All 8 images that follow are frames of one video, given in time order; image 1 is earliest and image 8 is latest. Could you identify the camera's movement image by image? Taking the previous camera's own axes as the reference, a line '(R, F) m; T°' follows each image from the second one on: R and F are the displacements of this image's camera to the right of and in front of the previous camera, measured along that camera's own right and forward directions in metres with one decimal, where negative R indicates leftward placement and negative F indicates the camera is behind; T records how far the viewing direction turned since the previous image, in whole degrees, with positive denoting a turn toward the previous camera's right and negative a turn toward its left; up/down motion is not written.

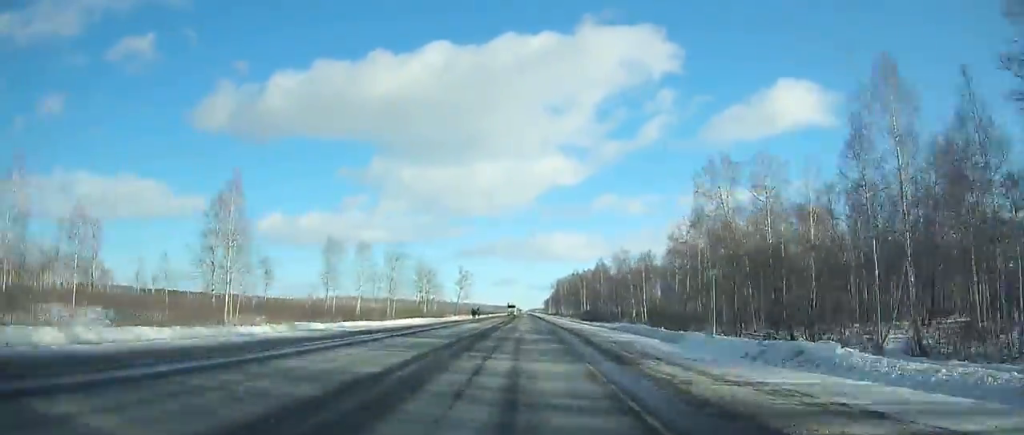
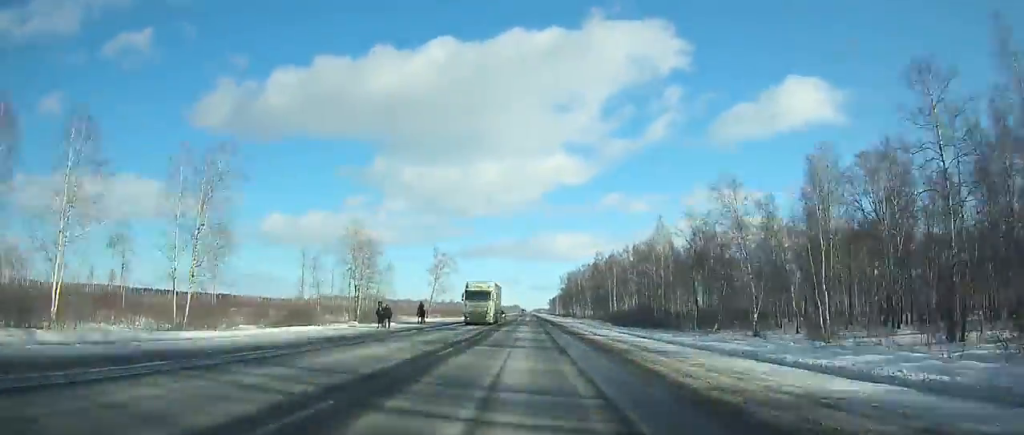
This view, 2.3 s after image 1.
(-0.1, +63.5) m; 0°
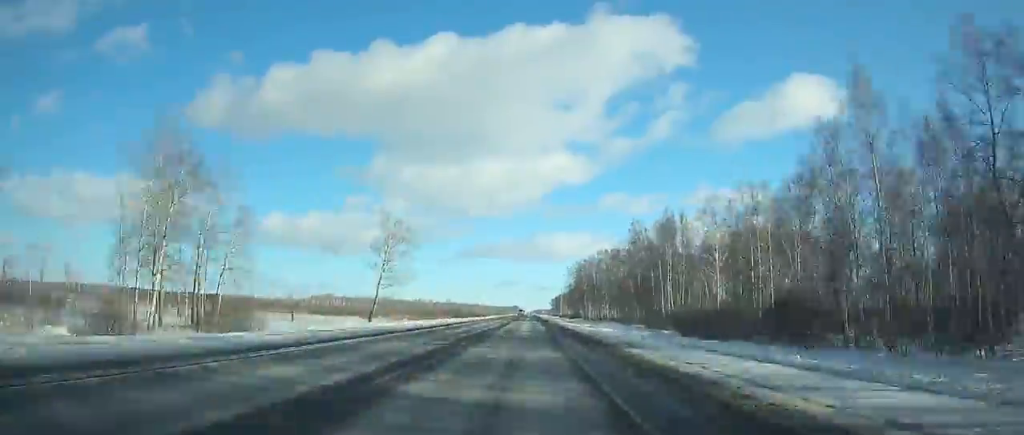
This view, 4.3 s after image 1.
(0.0, +57.8) m; 0°
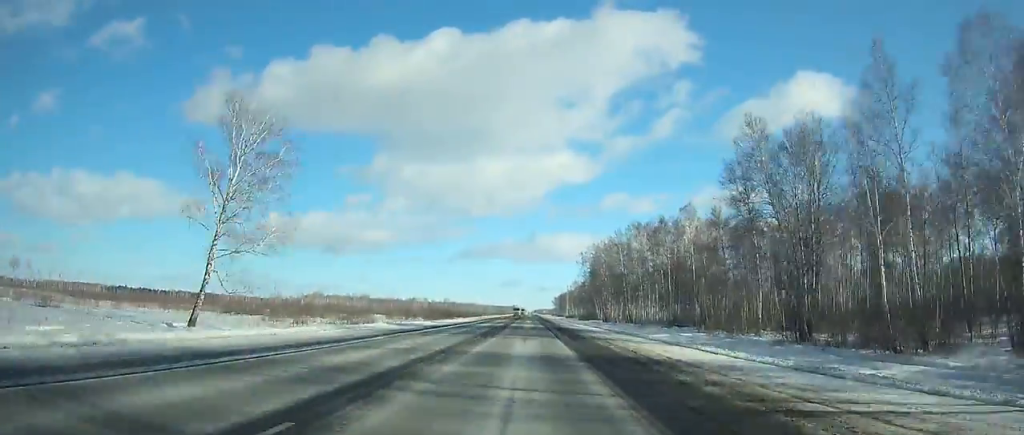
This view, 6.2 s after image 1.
(0.0, +55.6) m; 0°
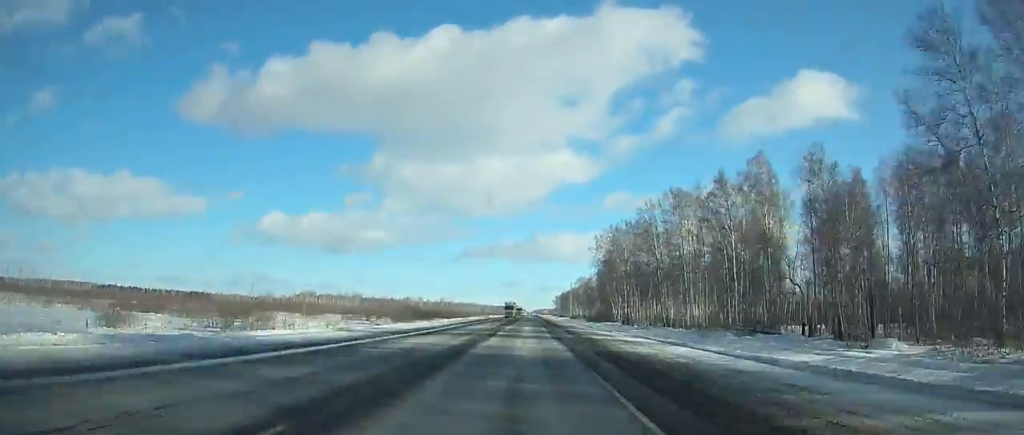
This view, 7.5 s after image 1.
(0.0, +38.4) m; 0°
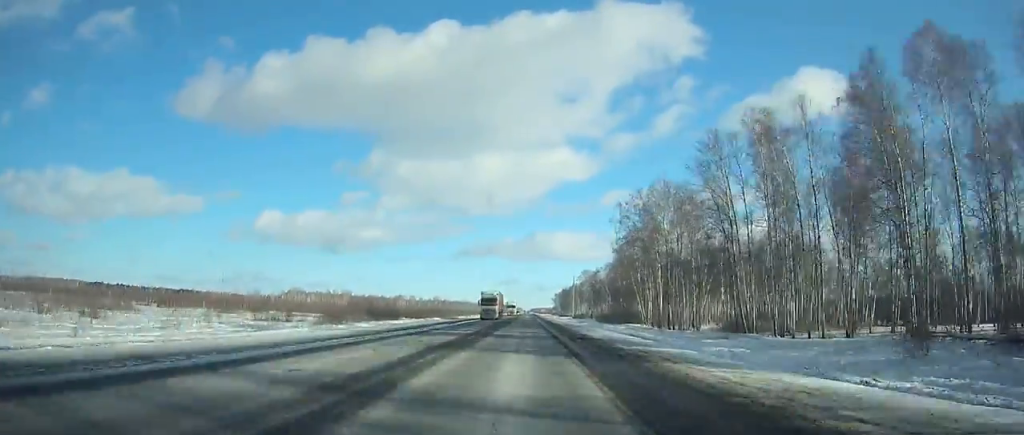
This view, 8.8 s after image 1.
(0.0, +38.5) m; 0°
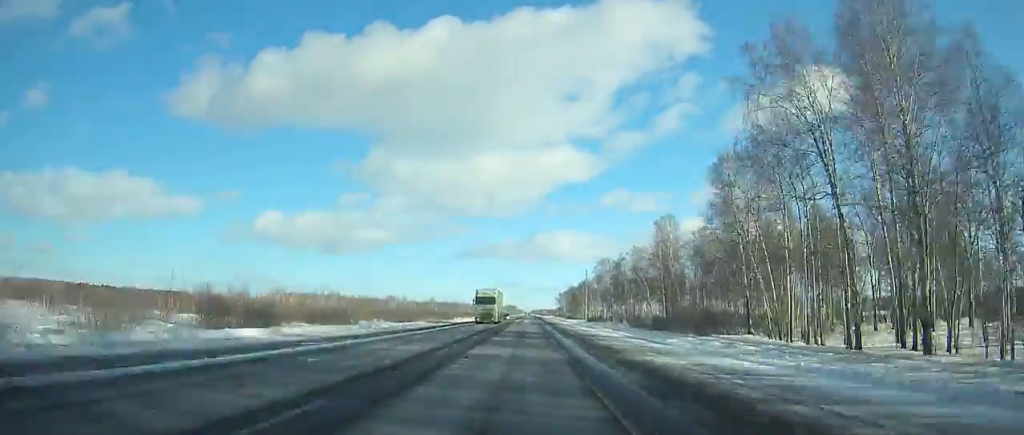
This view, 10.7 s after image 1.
(+0.1, +56.5) m; 0°
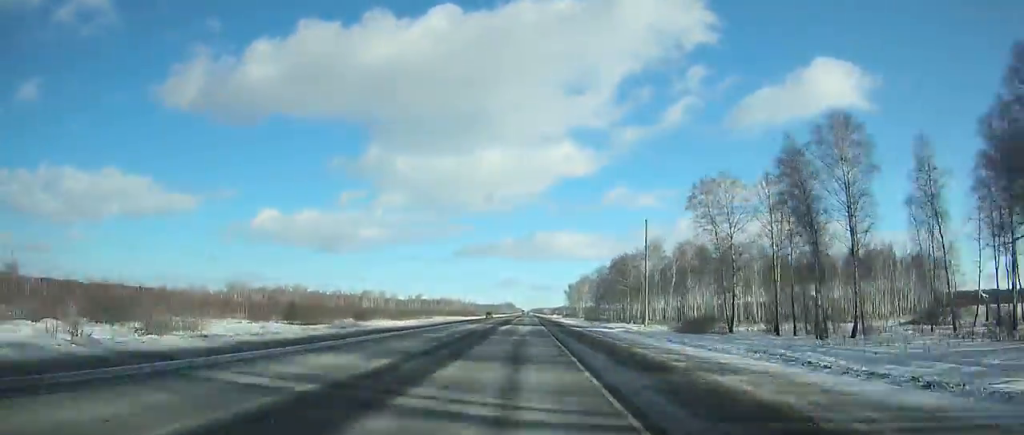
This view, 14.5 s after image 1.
(+0.1, +113.3) m; 0°
